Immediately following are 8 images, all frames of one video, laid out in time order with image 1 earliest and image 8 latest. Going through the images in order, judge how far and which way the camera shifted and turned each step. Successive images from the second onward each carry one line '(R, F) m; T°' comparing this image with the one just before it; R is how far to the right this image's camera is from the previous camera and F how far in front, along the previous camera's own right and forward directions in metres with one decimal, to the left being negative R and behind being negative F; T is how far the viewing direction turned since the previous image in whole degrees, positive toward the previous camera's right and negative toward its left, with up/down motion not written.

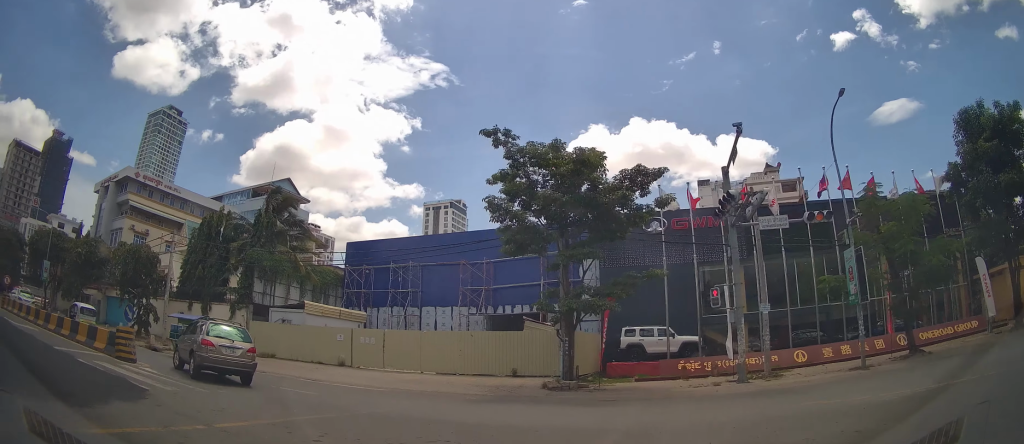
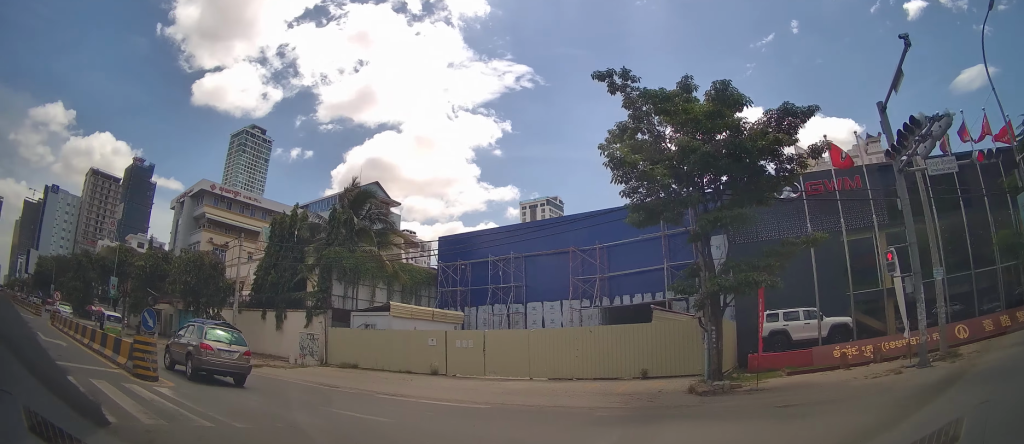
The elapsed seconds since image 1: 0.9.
(-0.6, +3.9) m; -15°
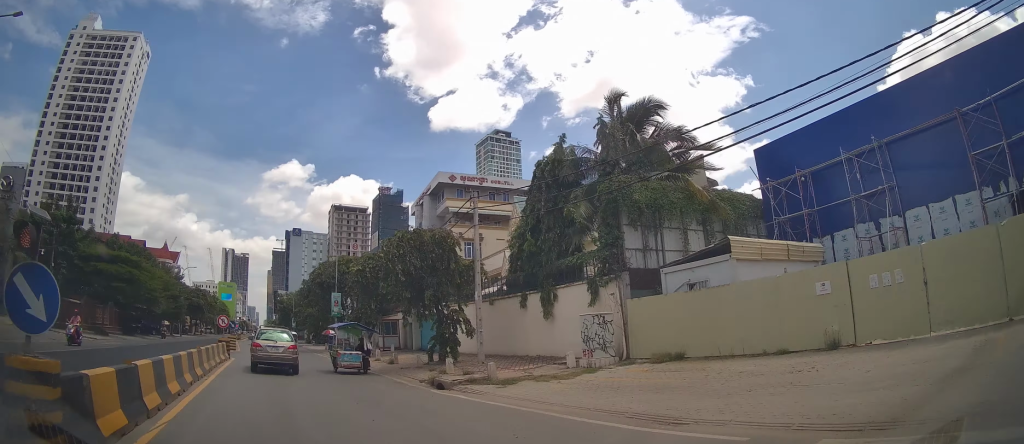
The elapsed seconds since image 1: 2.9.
(-3.1, +10.2) m; -31°
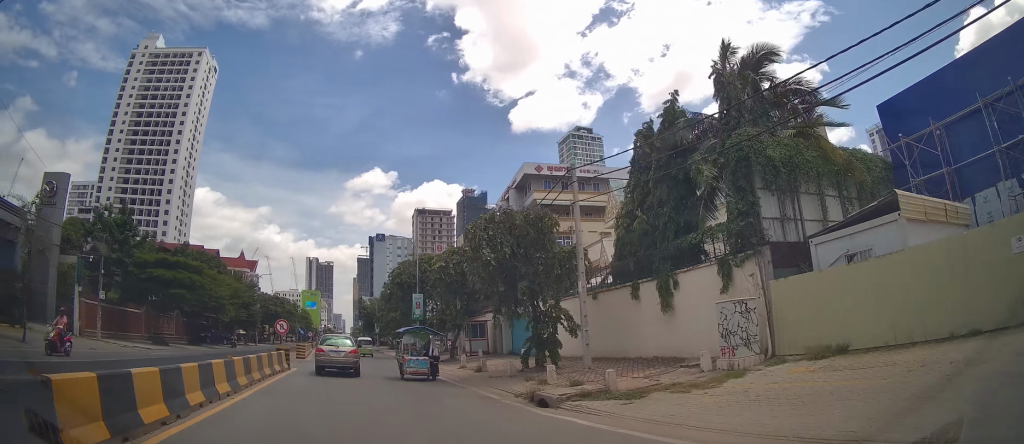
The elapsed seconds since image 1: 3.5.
(-0.3, +4.0) m; -5°
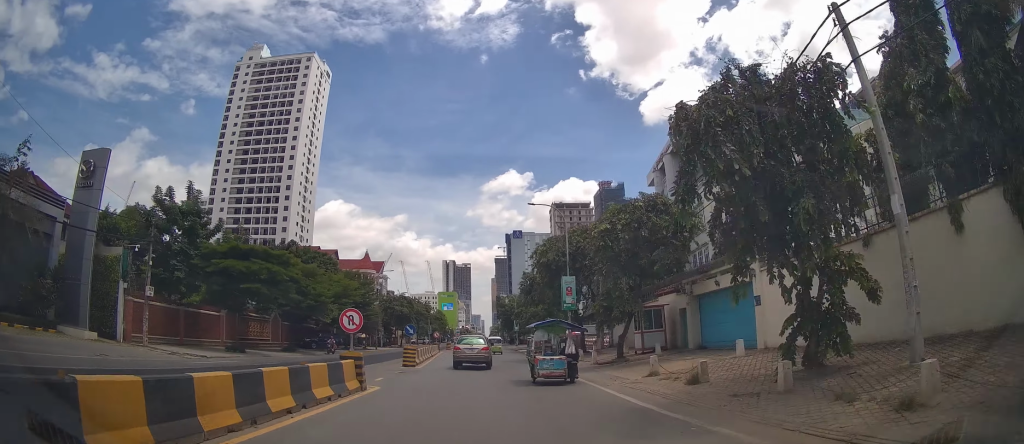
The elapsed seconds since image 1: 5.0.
(-0.8, +9.1) m; -10°
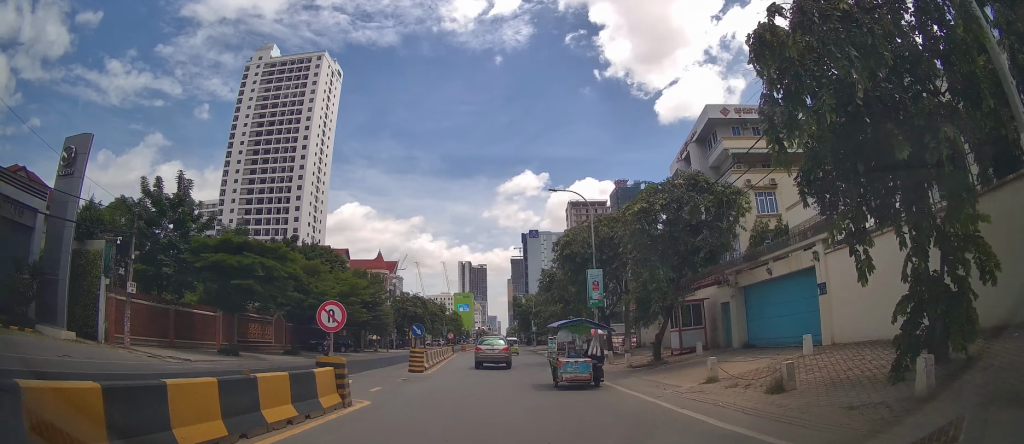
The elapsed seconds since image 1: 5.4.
(-0.1, +2.9) m; -3°
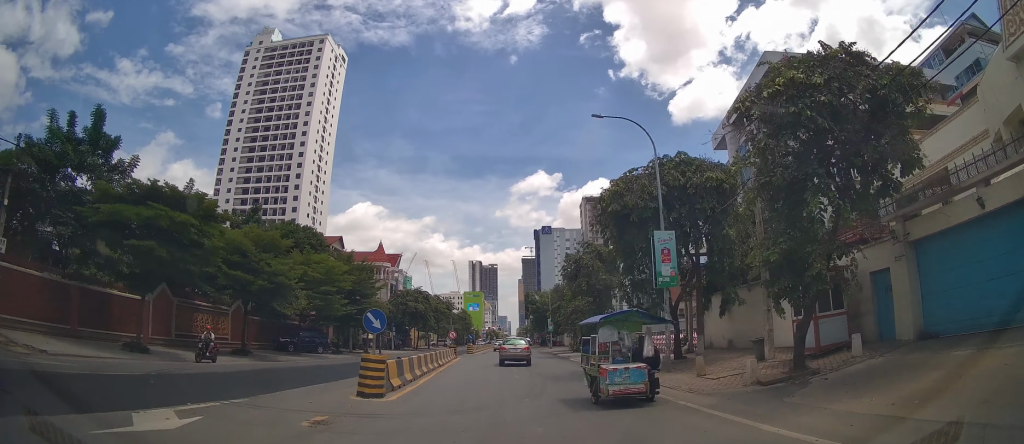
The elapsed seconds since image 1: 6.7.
(-0.3, +9.5) m; -2°
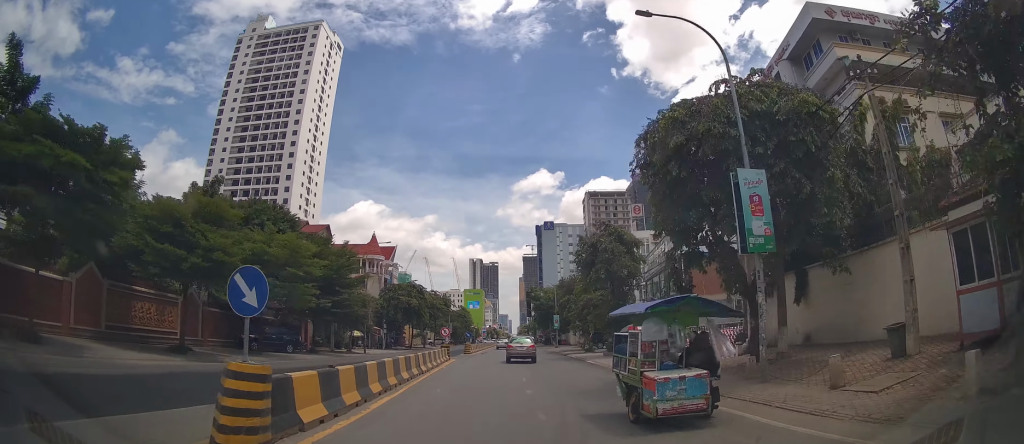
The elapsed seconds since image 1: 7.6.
(0.0, +6.8) m; +1°
